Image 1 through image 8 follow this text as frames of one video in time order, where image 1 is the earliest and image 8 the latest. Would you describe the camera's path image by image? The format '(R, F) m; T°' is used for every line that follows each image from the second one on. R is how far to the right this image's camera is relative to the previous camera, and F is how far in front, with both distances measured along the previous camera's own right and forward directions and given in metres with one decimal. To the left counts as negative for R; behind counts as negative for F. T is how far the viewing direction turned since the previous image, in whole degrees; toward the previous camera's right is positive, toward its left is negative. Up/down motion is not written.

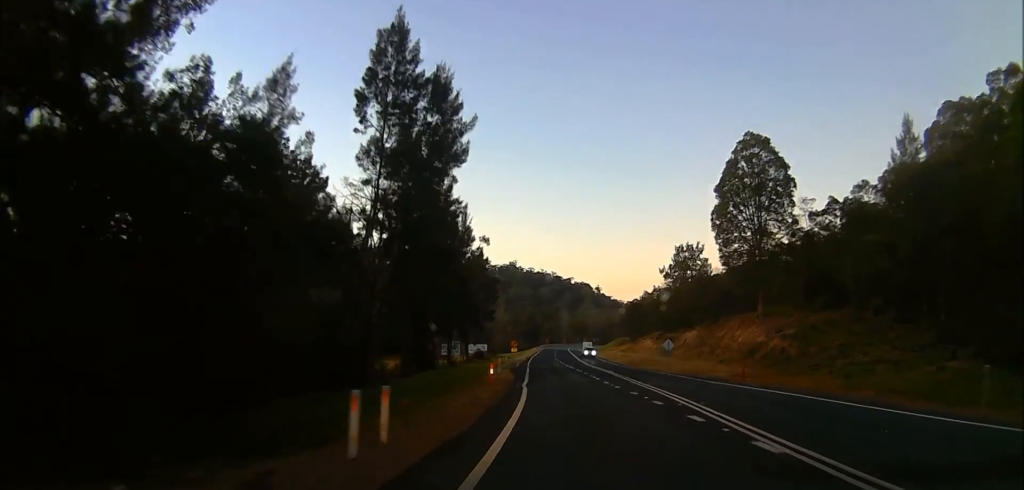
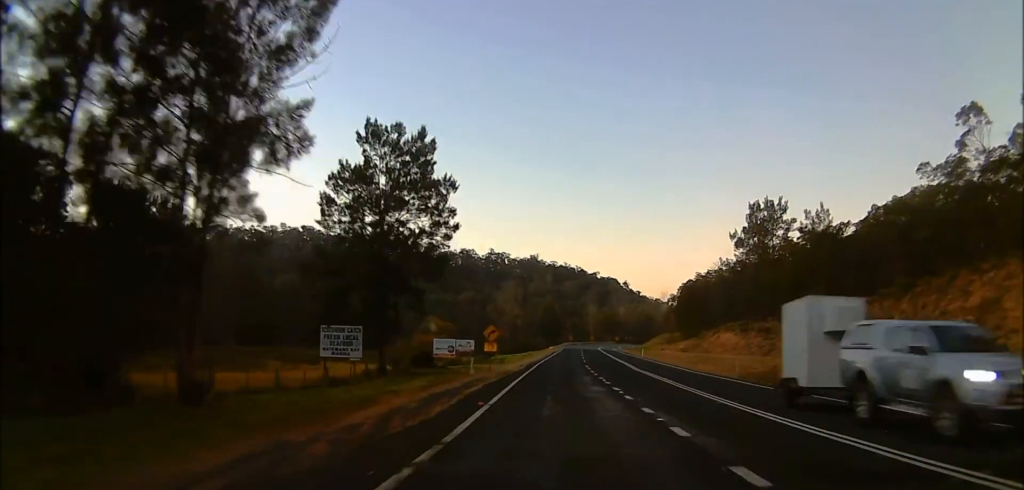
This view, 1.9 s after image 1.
(-3.3, +50.2) m; -4°
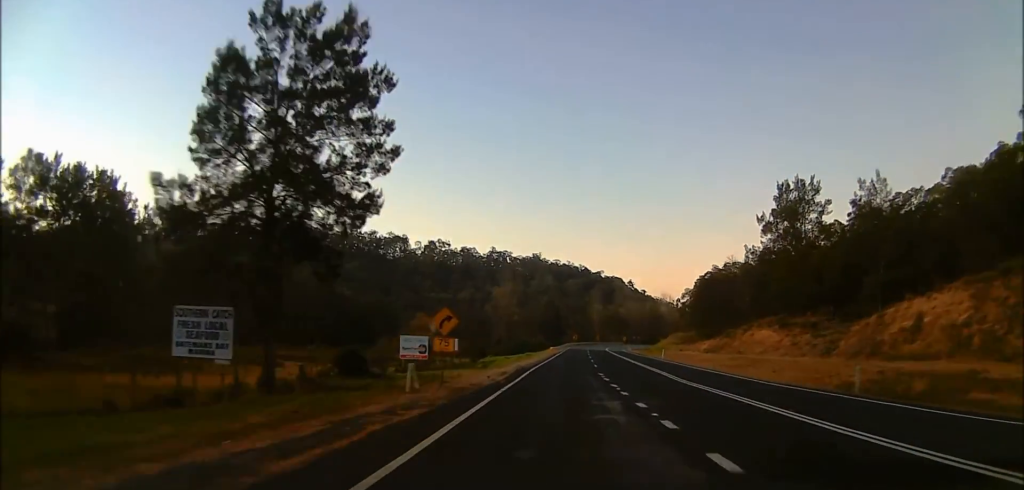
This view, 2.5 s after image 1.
(0.0, +15.3) m; +1°
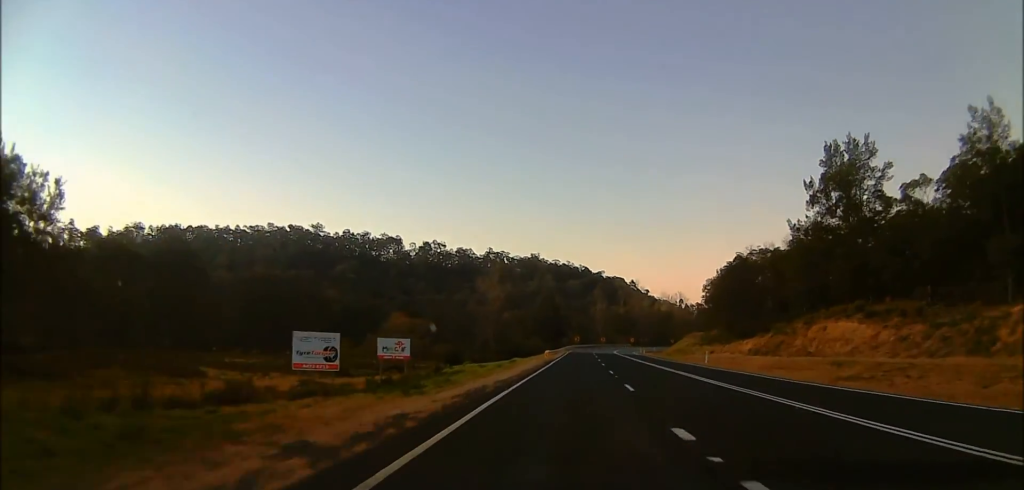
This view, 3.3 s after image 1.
(0.0, +21.7) m; +2°
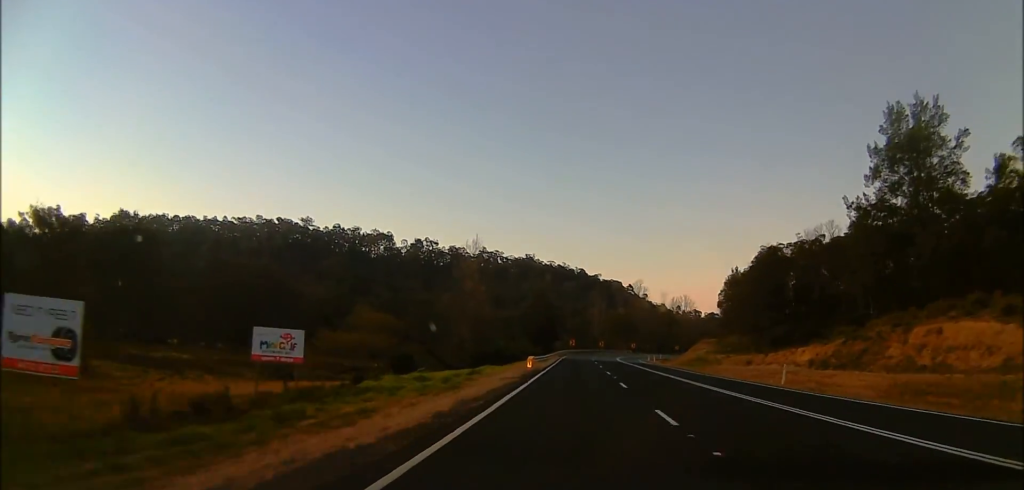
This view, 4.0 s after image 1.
(+0.8, +20.0) m; 0°
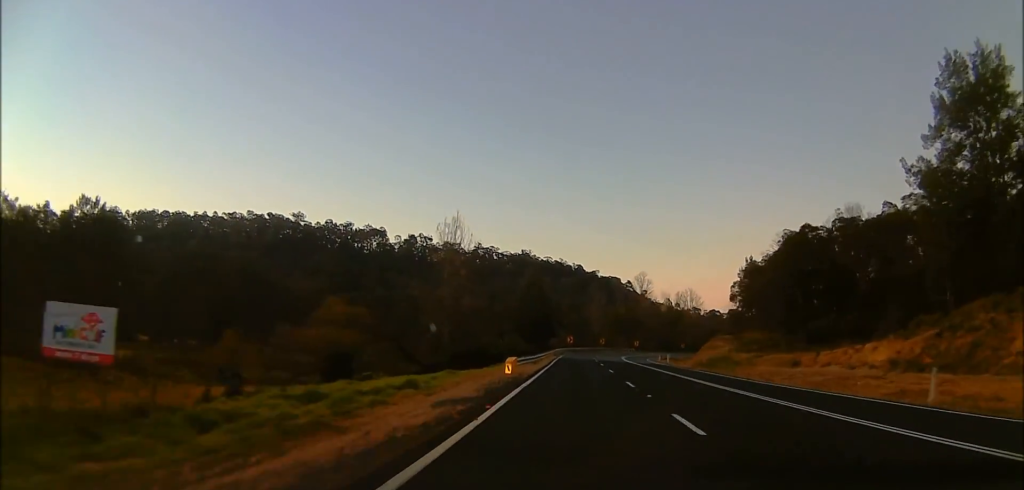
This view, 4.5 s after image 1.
(-0.3, +13.6) m; 0°
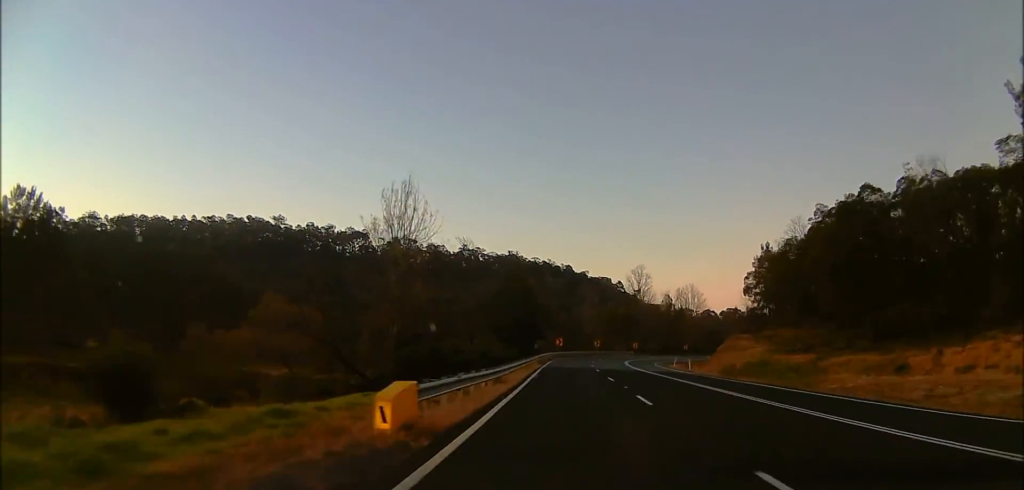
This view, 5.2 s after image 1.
(-0.7, +18.0) m; 0°
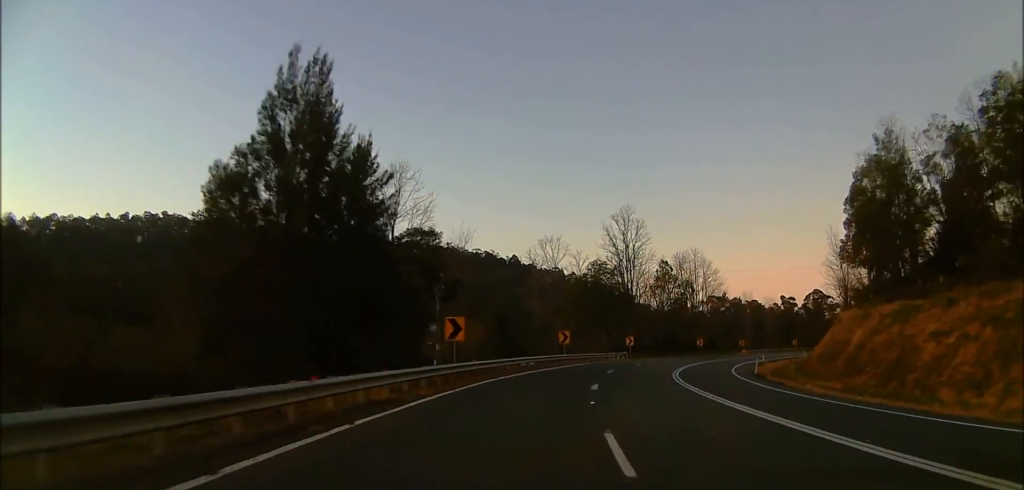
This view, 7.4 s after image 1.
(+4.0, +57.7) m; +7°
